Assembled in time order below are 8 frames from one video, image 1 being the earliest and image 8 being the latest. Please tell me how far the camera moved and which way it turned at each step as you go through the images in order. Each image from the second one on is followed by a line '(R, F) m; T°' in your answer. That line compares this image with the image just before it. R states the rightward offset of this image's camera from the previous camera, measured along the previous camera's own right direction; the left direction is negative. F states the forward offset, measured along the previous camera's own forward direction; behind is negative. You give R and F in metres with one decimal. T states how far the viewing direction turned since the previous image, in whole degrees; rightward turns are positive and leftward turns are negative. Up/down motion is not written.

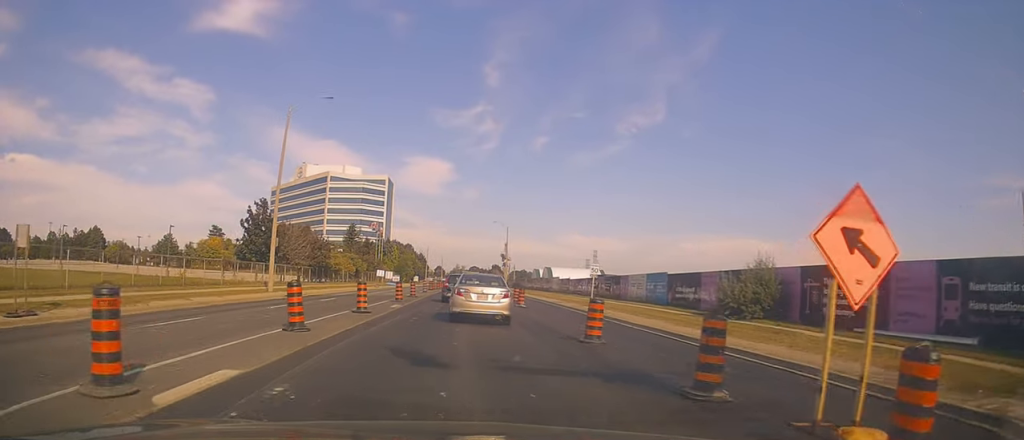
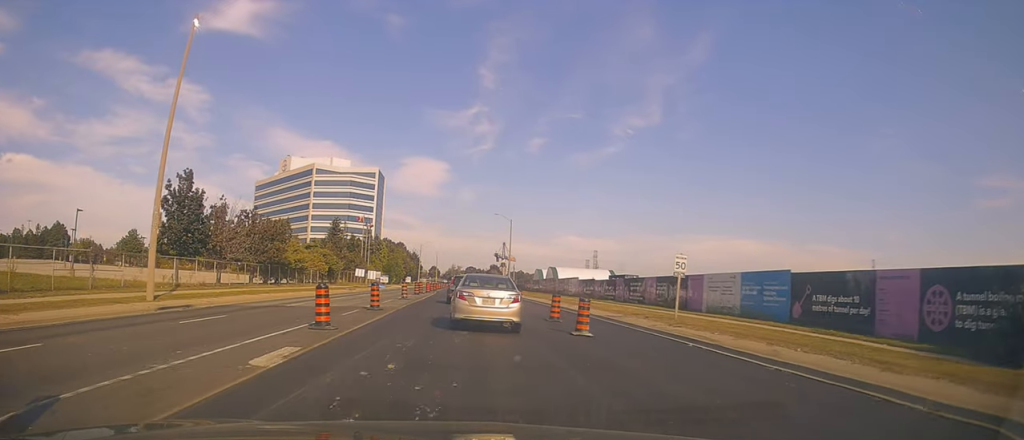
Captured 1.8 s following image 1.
(-1.7, +17.8) m; -3°
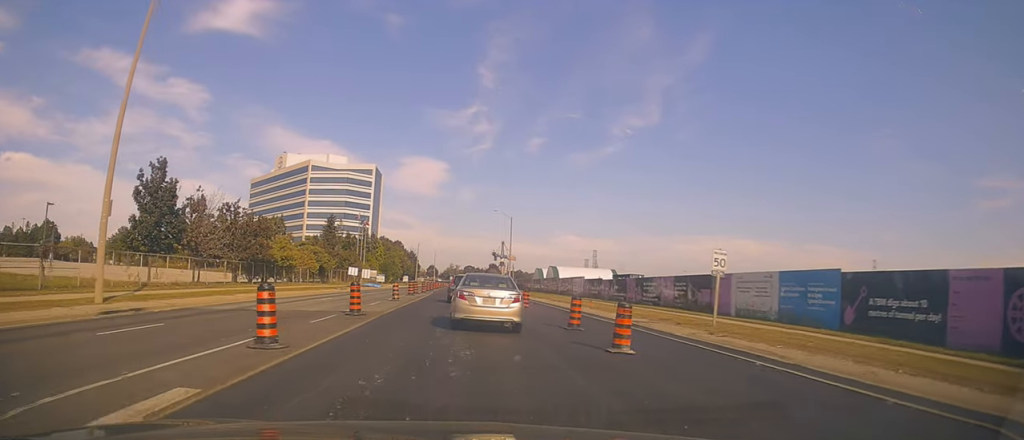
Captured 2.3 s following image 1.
(-0.2, +4.2) m; +2°
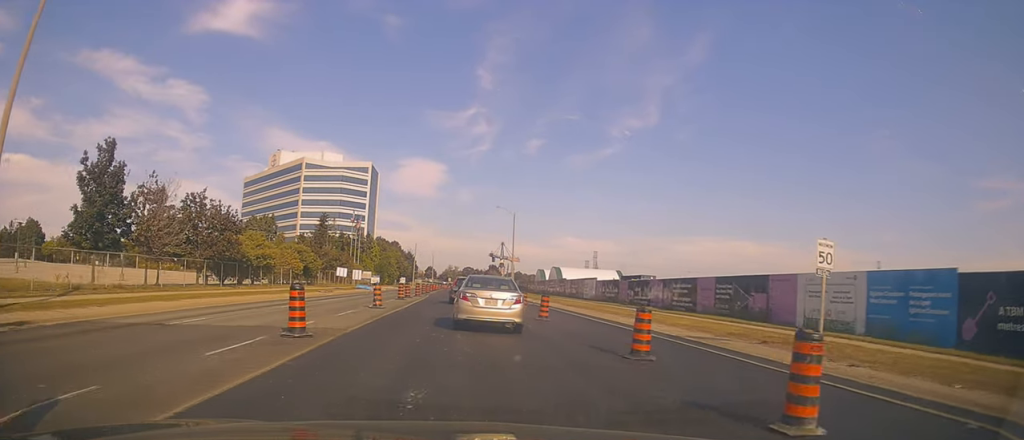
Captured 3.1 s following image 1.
(+1.2, +6.9) m; +3°
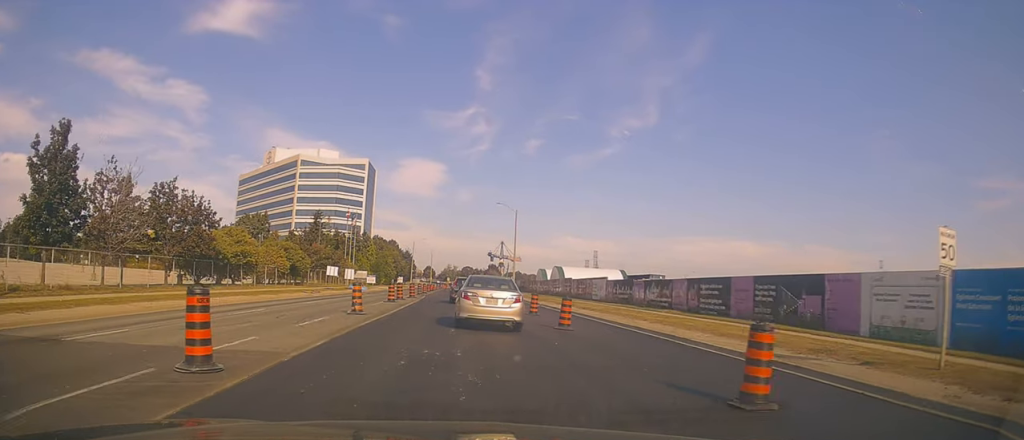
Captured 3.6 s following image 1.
(-0.5, +4.7) m; -4°
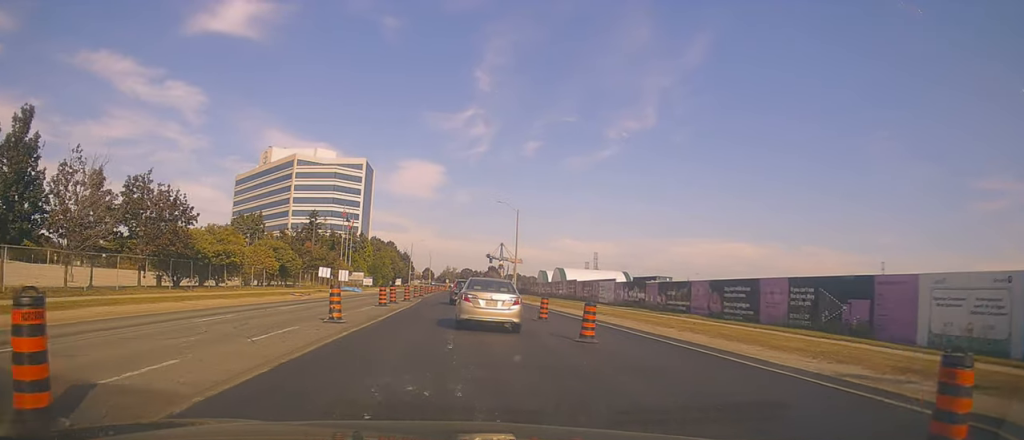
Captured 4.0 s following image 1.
(-0.2, +3.3) m; -3°
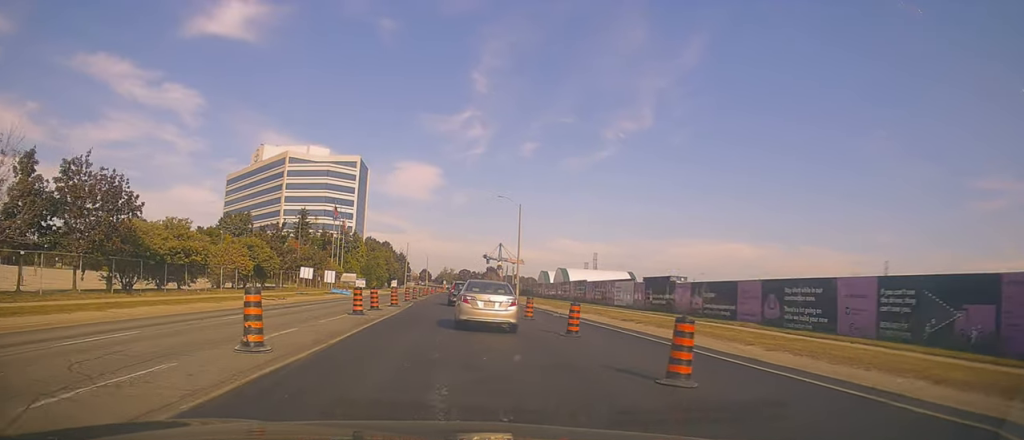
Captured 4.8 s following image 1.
(-0.1, +5.9) m; +2°
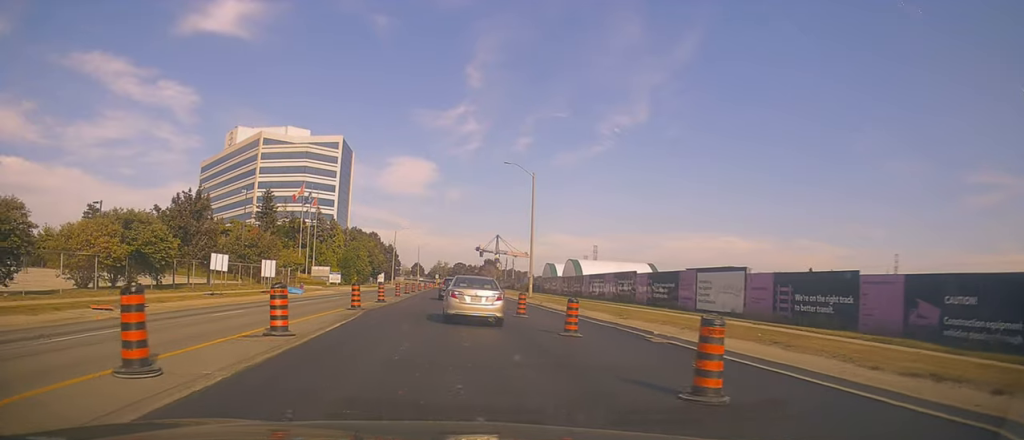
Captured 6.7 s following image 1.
(+1.4, +16.9) m; +5°
